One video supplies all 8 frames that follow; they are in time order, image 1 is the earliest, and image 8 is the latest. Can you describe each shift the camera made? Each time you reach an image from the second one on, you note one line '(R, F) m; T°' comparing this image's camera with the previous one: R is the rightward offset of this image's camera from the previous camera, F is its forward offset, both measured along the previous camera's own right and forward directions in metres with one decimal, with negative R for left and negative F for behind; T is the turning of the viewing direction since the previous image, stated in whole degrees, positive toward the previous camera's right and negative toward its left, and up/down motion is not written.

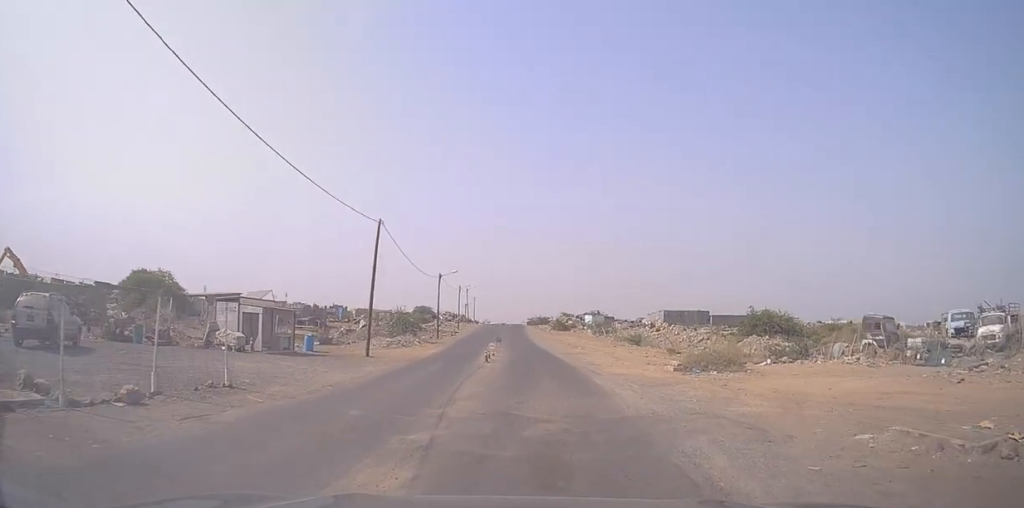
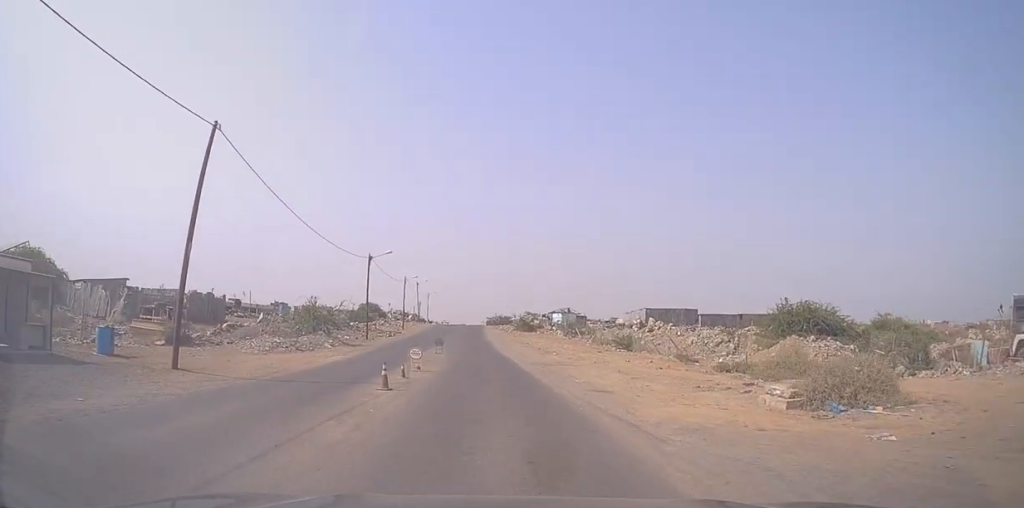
(+1.5, +15.2) m; +7°
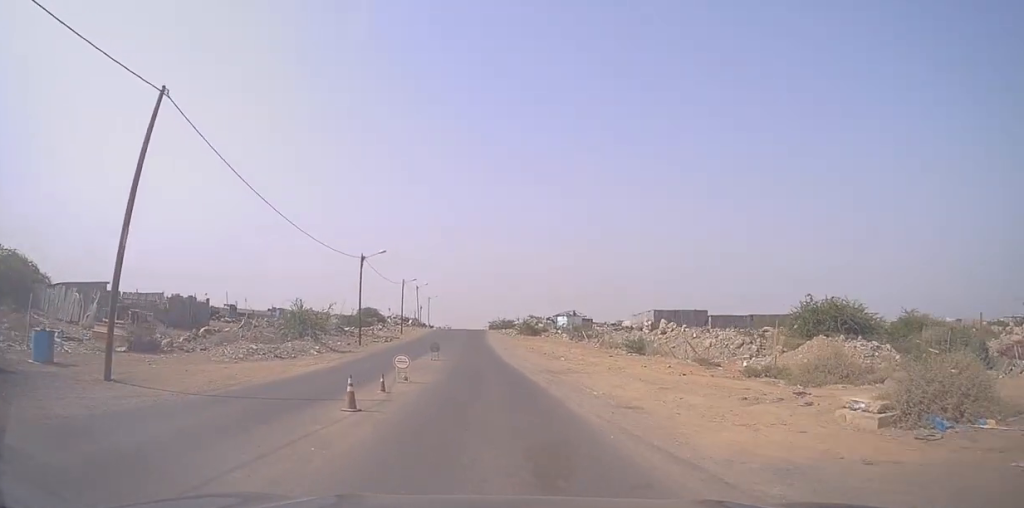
(0.0, +3.6) m; +1°
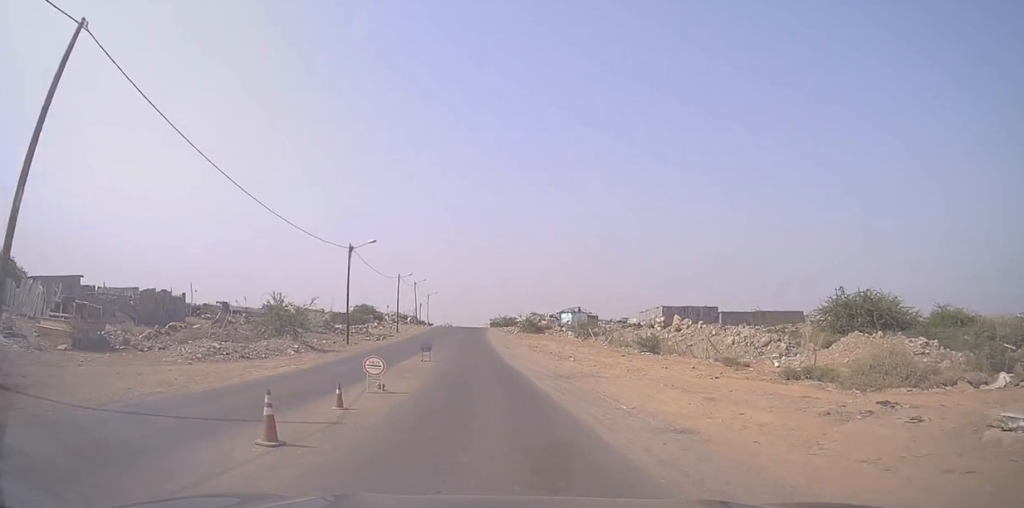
(0.0, +4.6) m; +2°
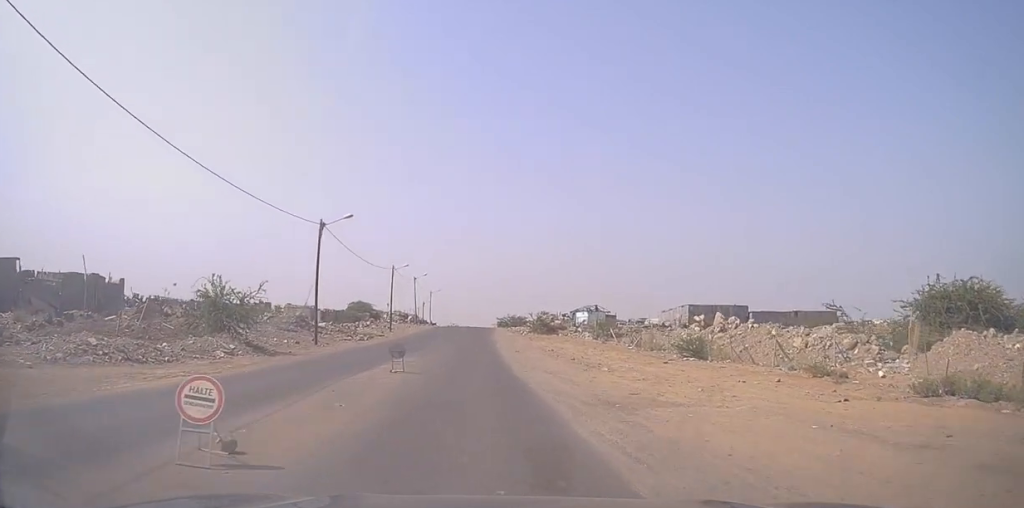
(+0.4, +9.3) m; +1°
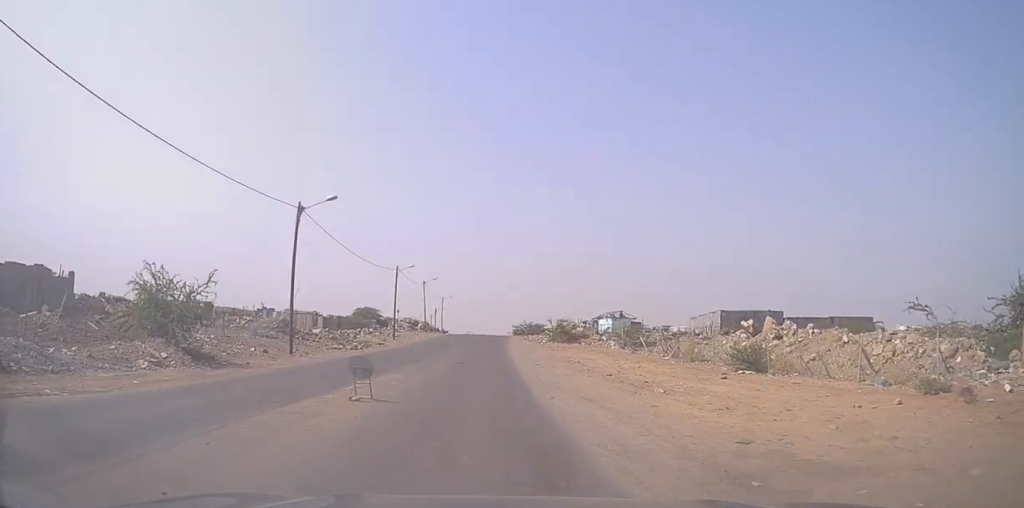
(-0.2, +6.9) m; -3°
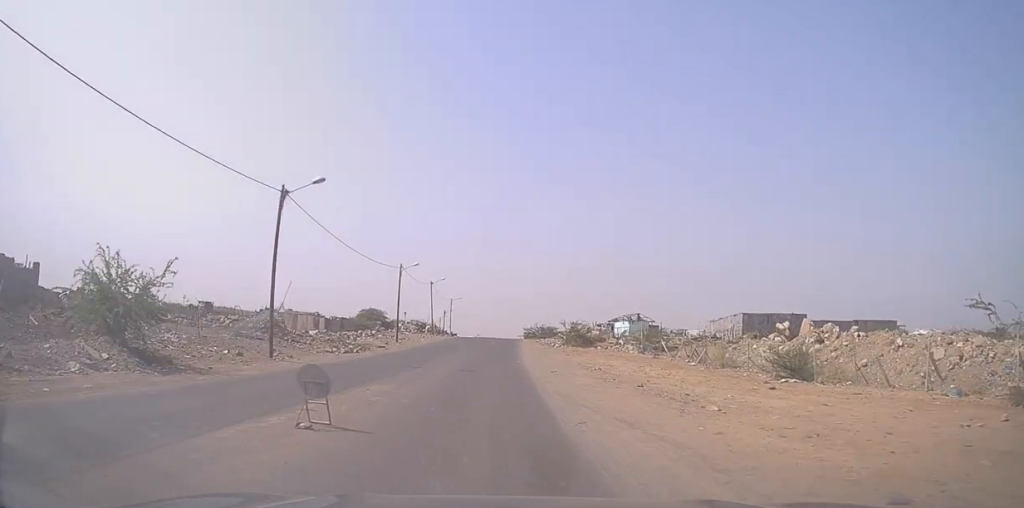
(-0.1, +3.9) m; -1°
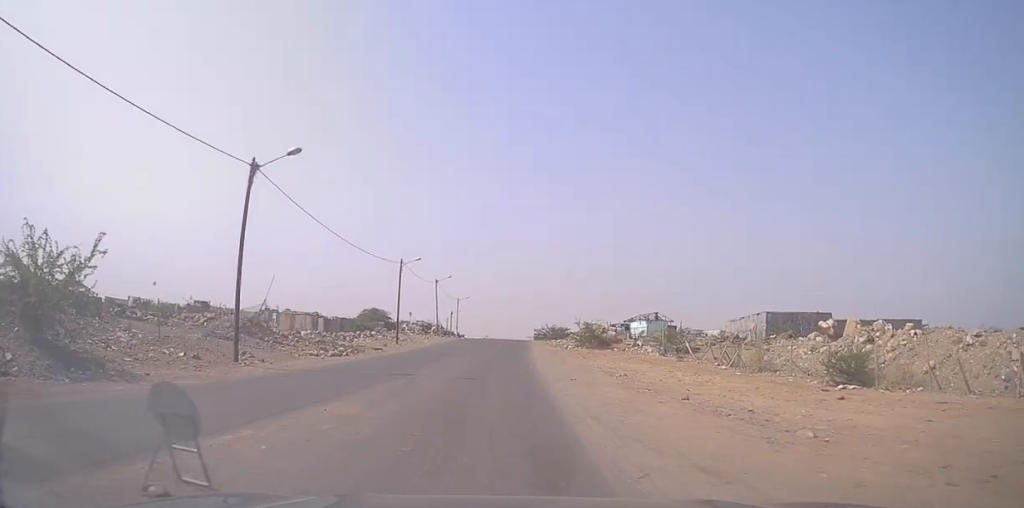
(-0.1, +4.3) m; -1°
